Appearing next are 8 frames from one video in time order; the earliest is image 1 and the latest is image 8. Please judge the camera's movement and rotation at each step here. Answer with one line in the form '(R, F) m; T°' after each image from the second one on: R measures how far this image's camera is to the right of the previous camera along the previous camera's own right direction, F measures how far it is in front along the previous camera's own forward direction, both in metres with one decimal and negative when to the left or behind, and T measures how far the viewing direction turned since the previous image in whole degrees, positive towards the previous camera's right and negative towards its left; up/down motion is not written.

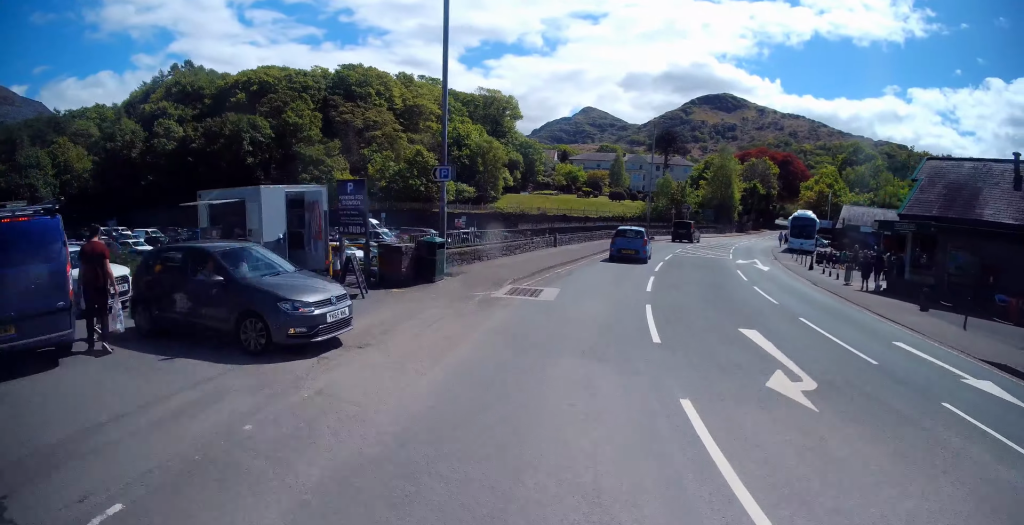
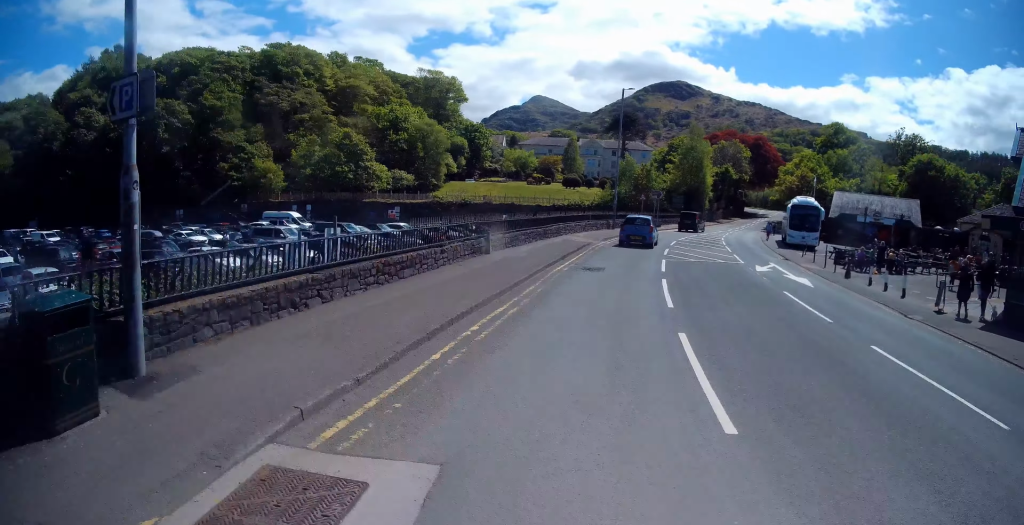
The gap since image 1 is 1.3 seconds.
(+0.4, +8.6) m; +7°
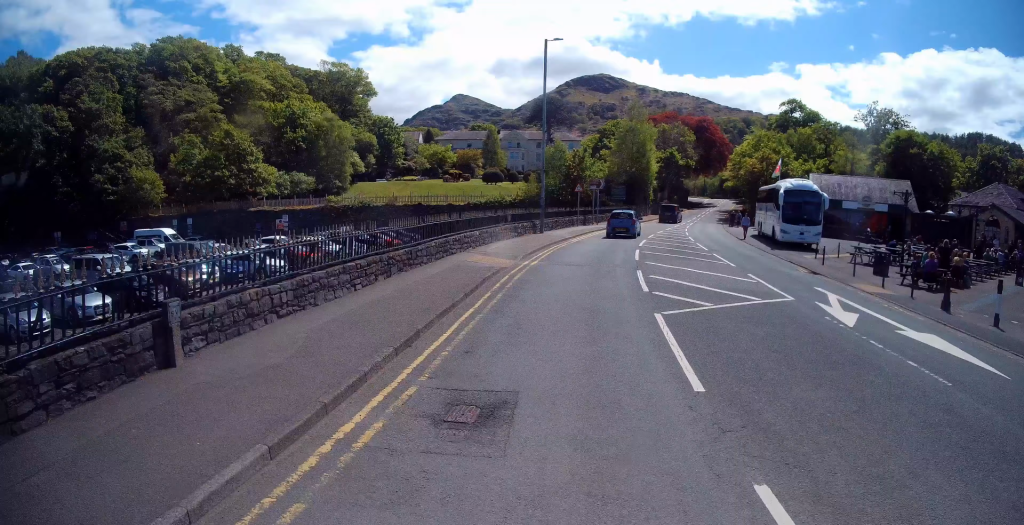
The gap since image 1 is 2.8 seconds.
(+0.8, +10.8) m; +7°
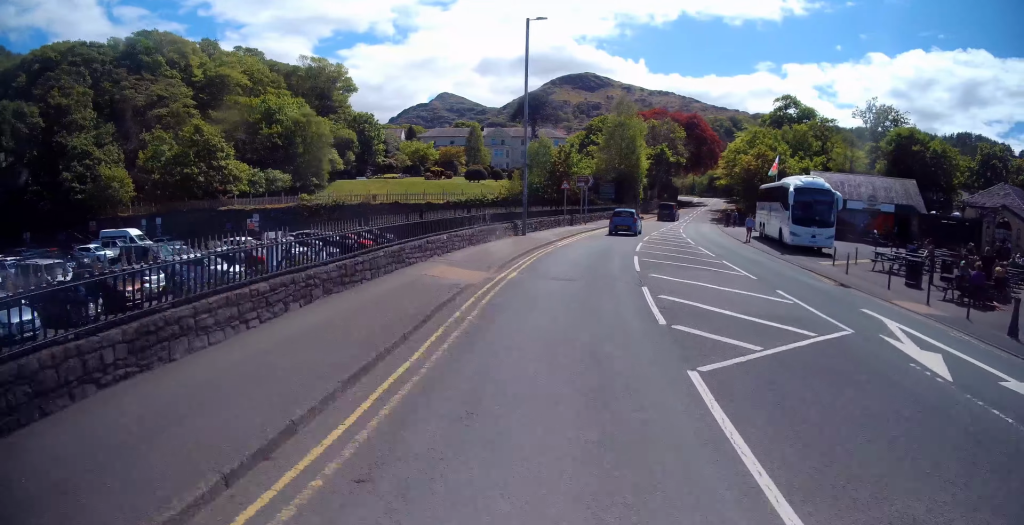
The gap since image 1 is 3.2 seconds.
(+0.1, +3.2) m; 0°
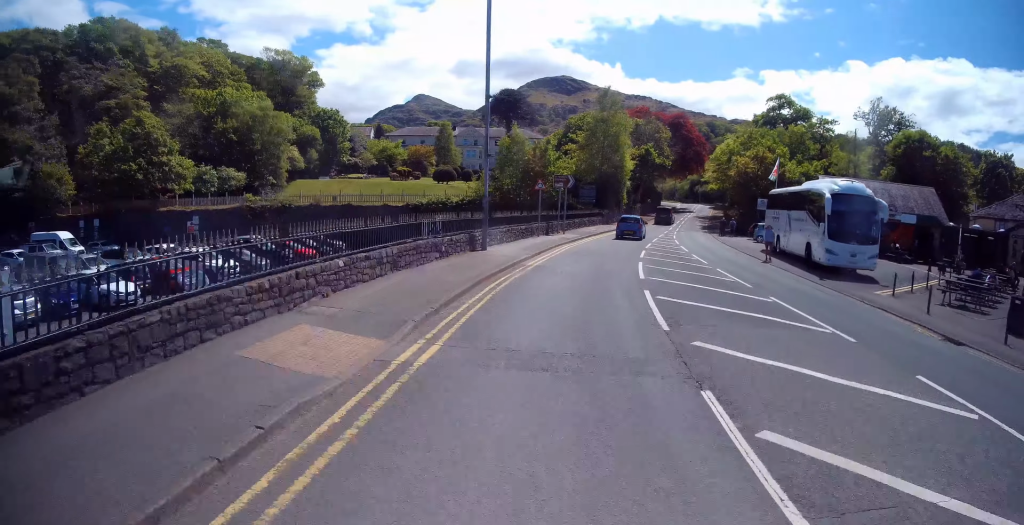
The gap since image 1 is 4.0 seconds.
(0.0, +6.2) m; +2°
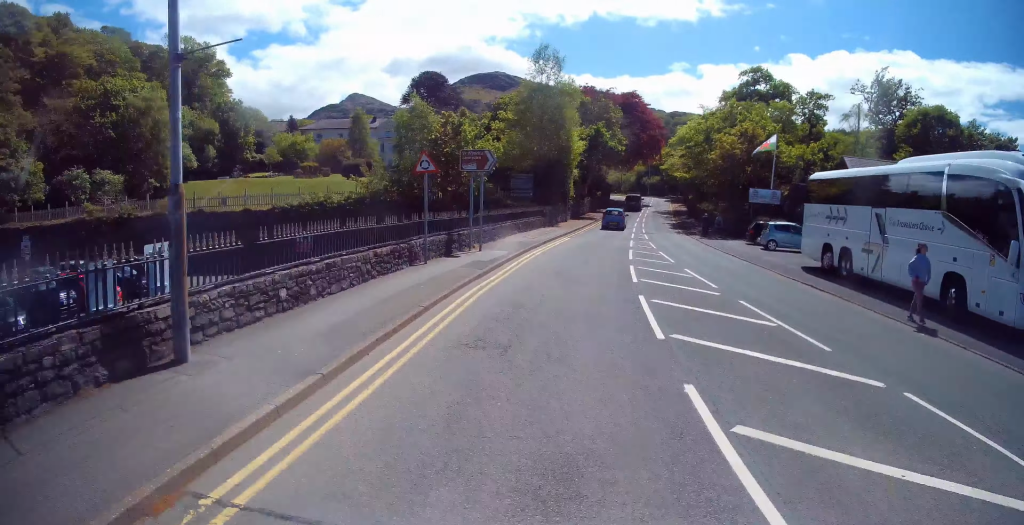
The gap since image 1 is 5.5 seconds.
(+0.8, +12.6) m; +8°
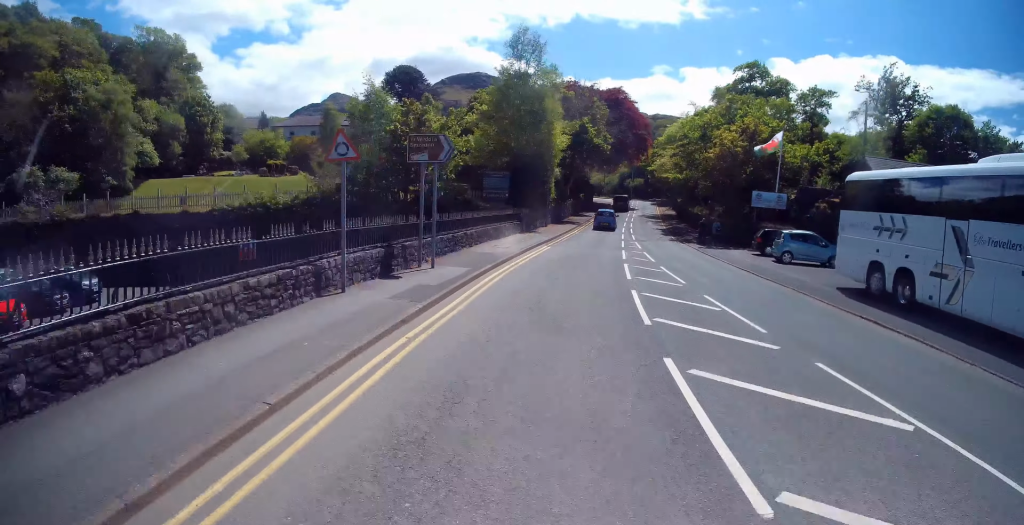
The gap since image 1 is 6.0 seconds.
(0.0, +4.2) m; +2°
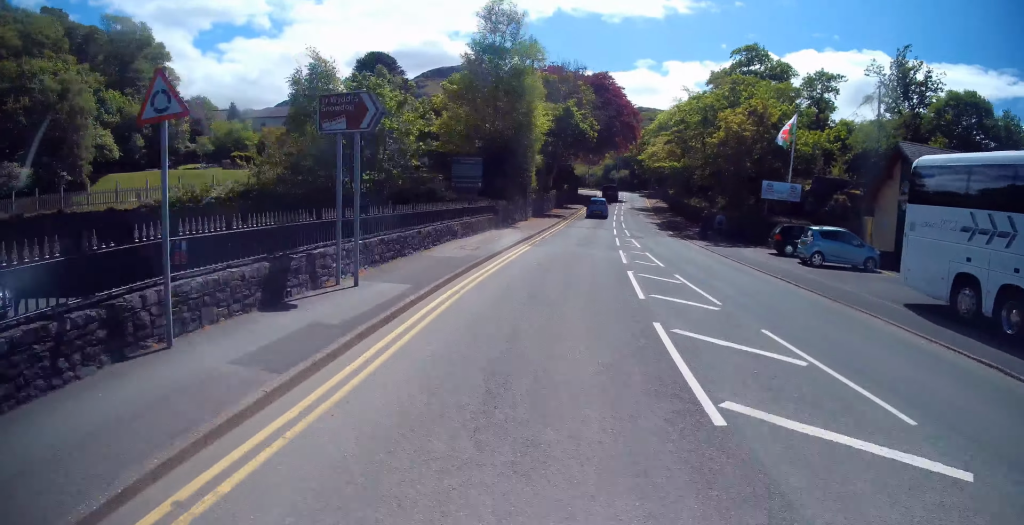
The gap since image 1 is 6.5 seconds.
(-0.1, +4.3) m; +2°
